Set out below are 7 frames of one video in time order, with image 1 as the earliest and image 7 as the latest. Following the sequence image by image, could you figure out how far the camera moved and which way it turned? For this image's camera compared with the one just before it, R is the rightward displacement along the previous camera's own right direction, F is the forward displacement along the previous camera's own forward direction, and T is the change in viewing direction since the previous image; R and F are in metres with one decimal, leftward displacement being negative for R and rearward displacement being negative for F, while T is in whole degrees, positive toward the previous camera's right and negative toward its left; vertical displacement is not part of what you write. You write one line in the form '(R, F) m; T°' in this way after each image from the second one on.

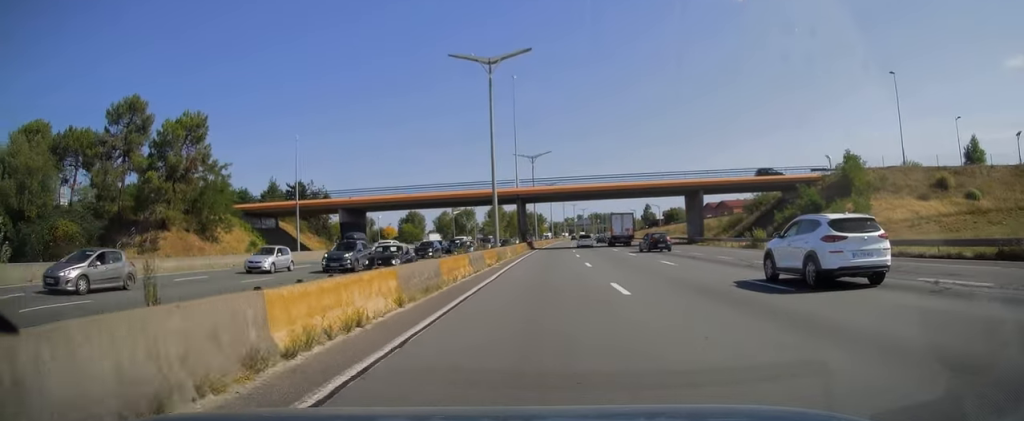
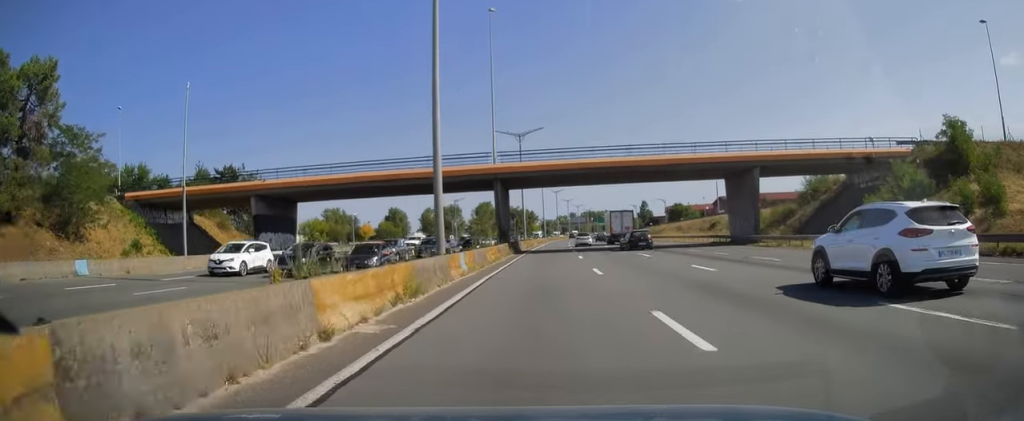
(+0.1, +20.3) m; 0°
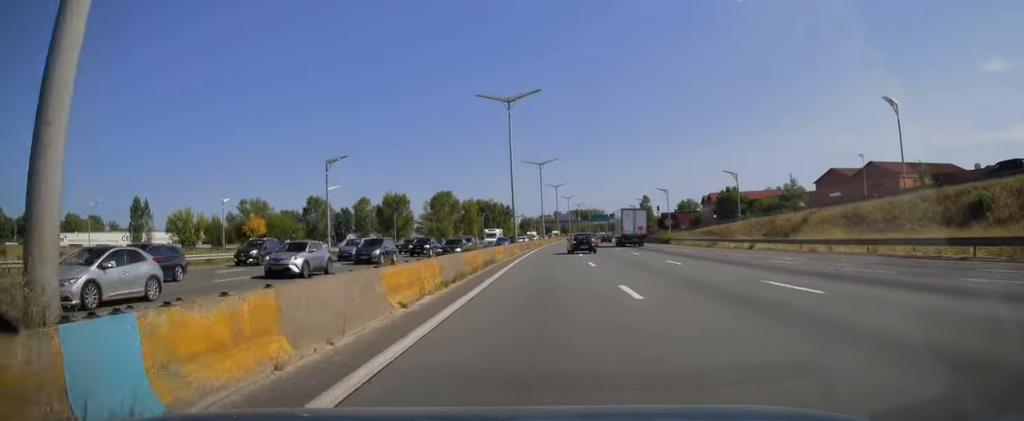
(+1.6, +73.0) m; +2°
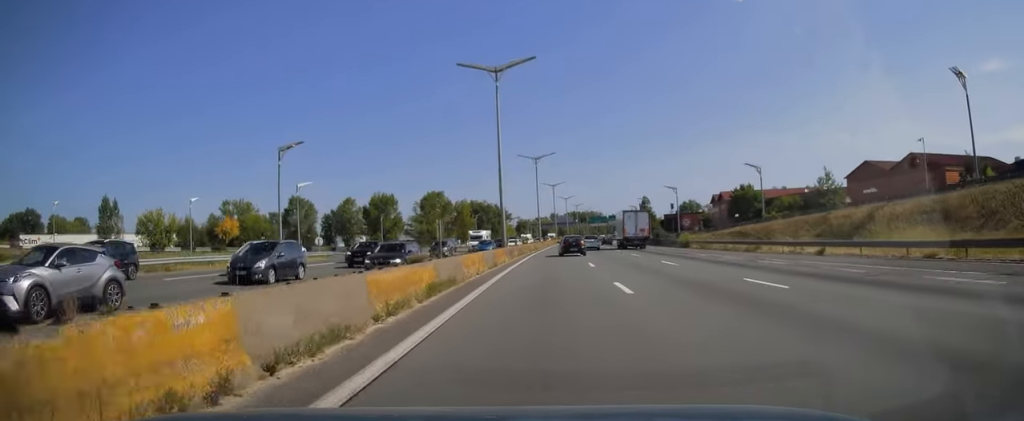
(0.0, +11.4) m; 0°
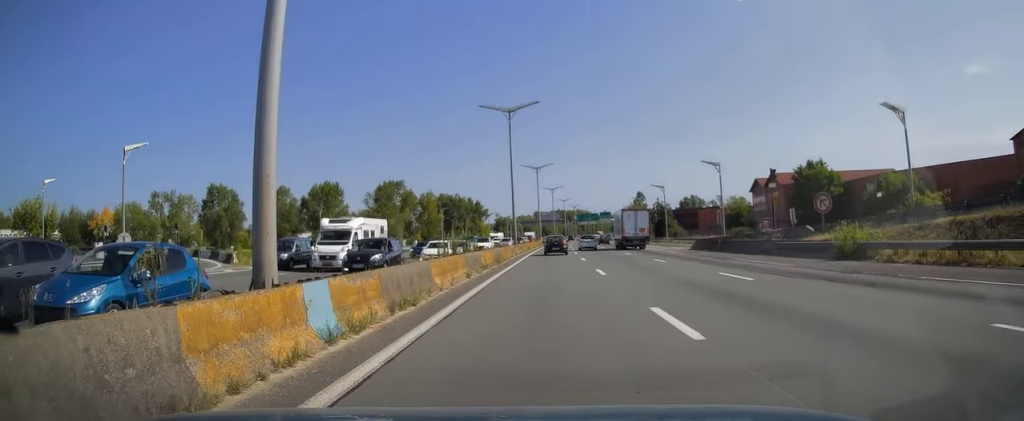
(+0.4, +36.9) m; +1°
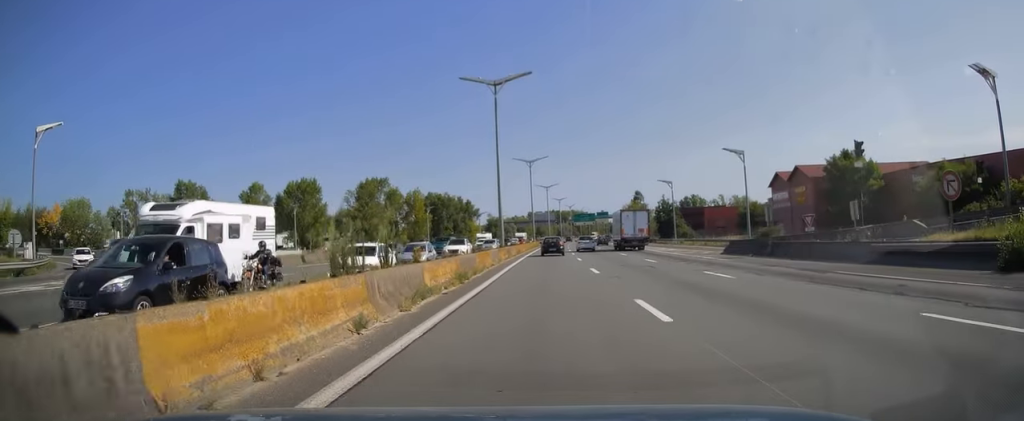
(0.0, +11.5) m; 0°
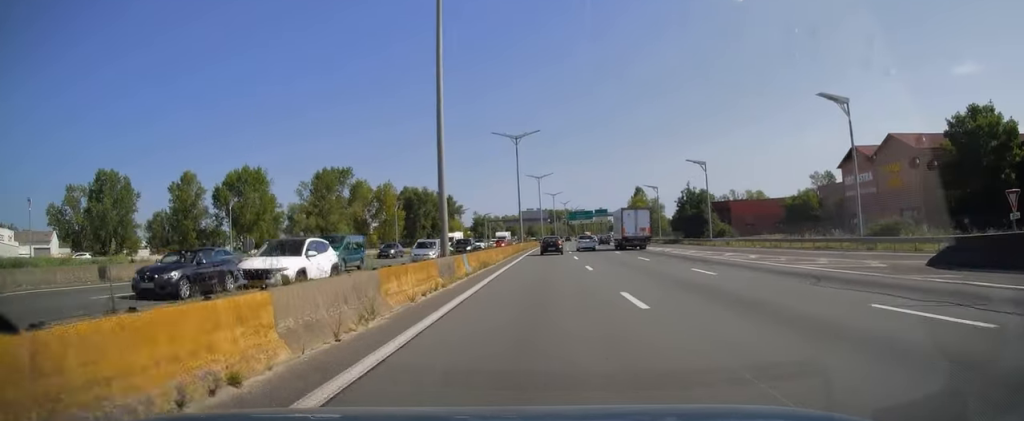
(+0.2, +25.1) m; +1°
